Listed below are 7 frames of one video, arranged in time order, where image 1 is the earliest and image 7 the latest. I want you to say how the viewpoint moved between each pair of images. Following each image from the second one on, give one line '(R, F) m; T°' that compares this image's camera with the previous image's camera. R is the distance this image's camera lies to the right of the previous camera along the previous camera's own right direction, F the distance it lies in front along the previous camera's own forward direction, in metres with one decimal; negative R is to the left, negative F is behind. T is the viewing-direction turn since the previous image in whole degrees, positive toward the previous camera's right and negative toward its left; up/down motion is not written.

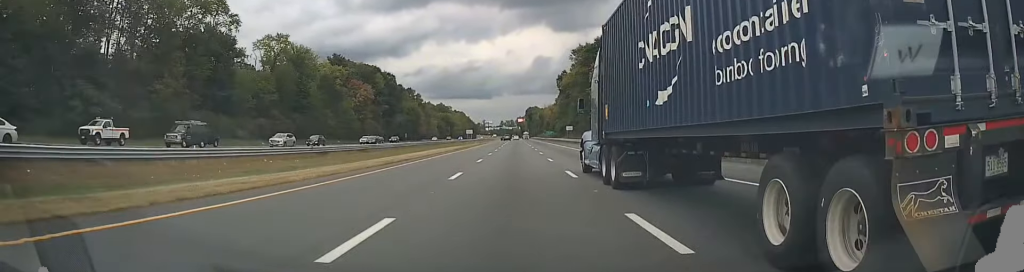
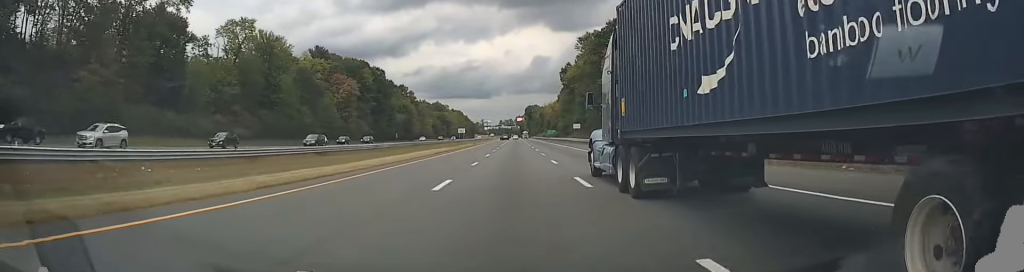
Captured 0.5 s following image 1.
(0.0, +15.8) m; 0°
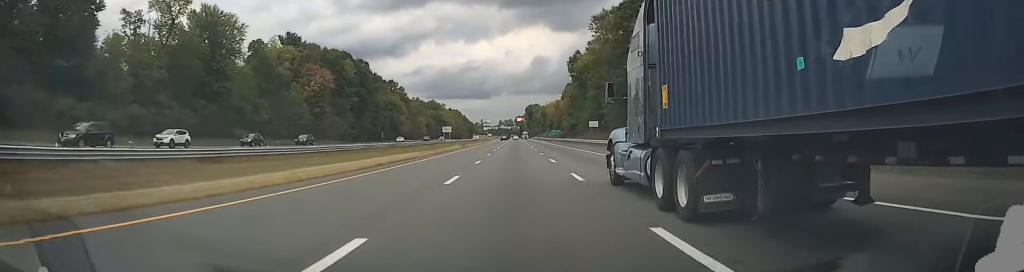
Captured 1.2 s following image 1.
(+0.2, +22.3) m; 0°
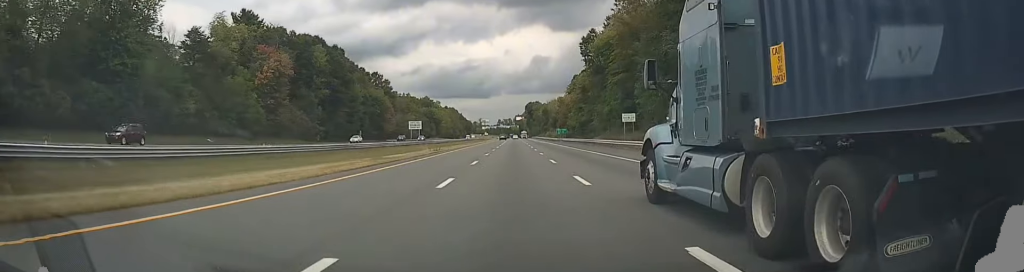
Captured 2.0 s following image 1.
(-0.2, +27.5) m; 0°
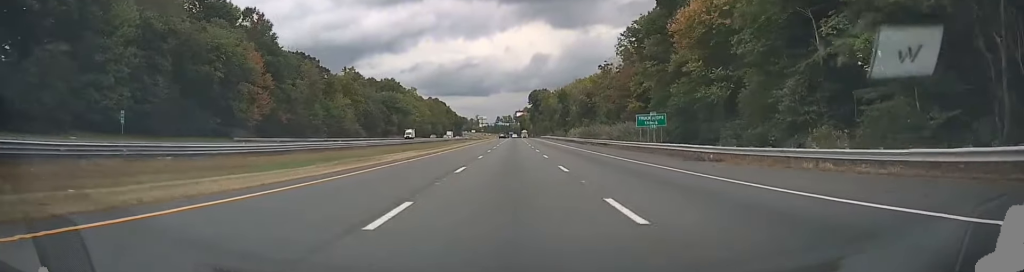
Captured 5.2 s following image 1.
(+0.2, +99.3) m; 0°
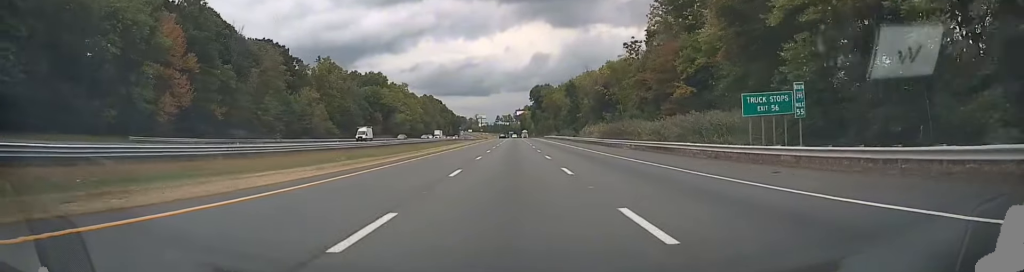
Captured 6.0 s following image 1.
(0.0, +27.4) m; 0°
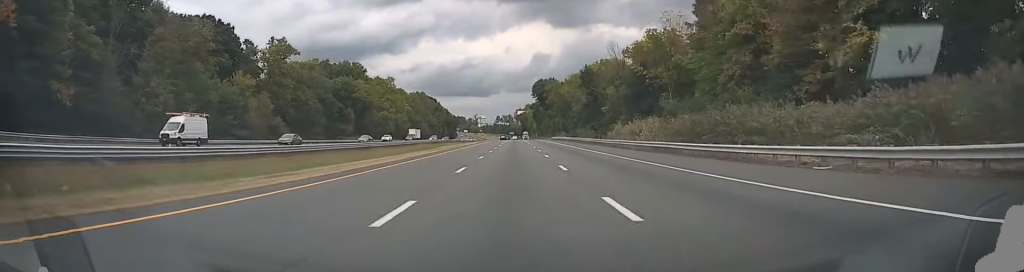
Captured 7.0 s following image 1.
(0.0, +33.4) m; 0°
